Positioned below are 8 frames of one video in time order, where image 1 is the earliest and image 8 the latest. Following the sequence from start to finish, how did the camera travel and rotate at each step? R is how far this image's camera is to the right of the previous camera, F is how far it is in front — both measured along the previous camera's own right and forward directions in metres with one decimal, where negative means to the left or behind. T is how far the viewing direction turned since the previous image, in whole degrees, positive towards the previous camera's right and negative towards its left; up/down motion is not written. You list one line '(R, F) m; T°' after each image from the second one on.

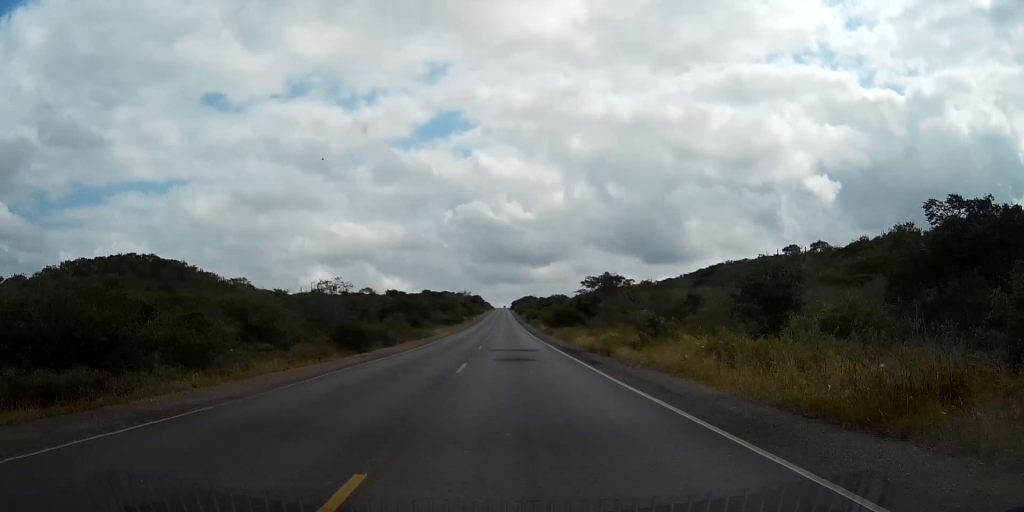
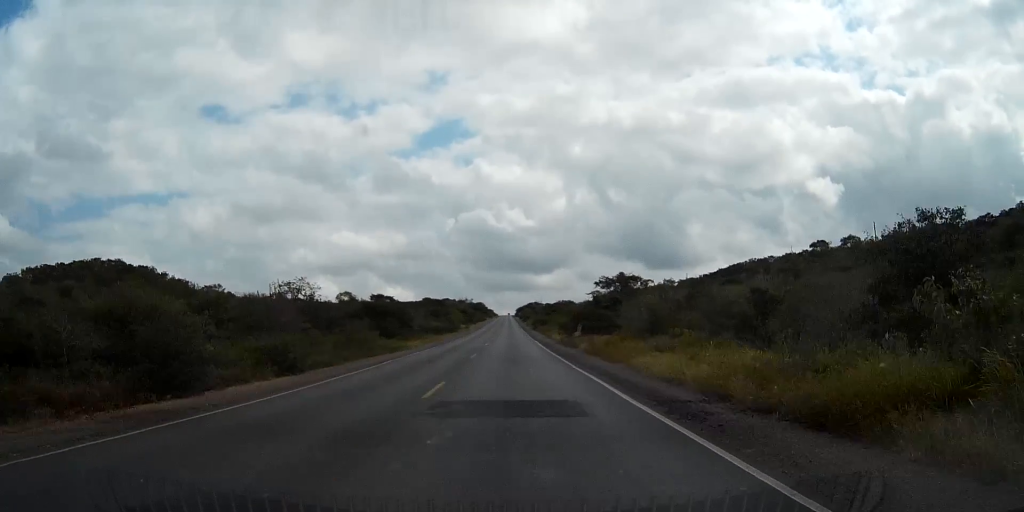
(0.0, +20.8) m; 0°
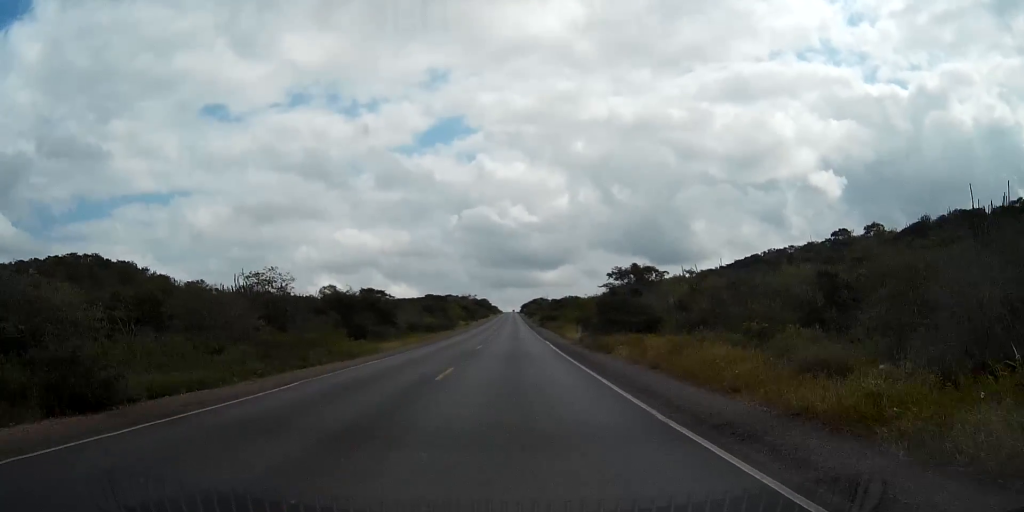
(0.0, +13.1) m; 0°
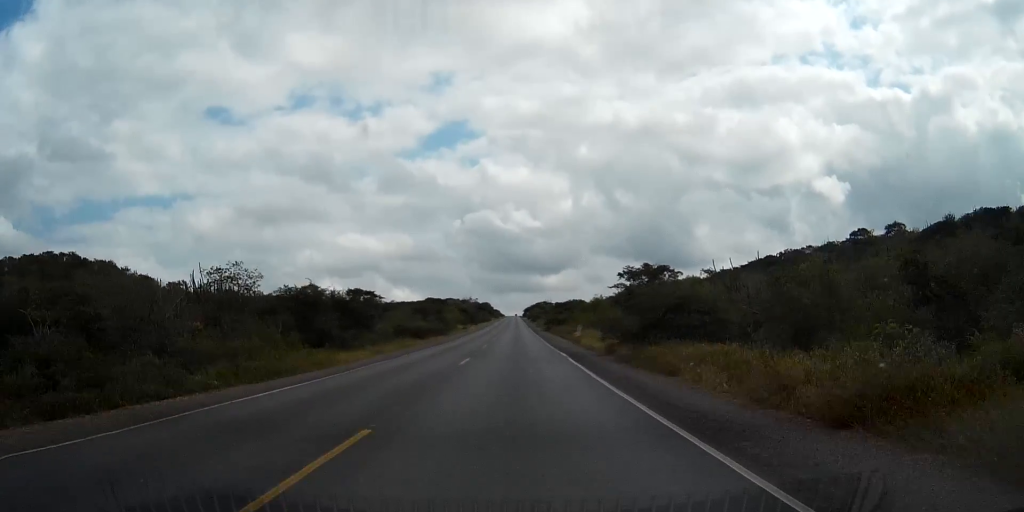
(0.0, +11.2) m; 0°
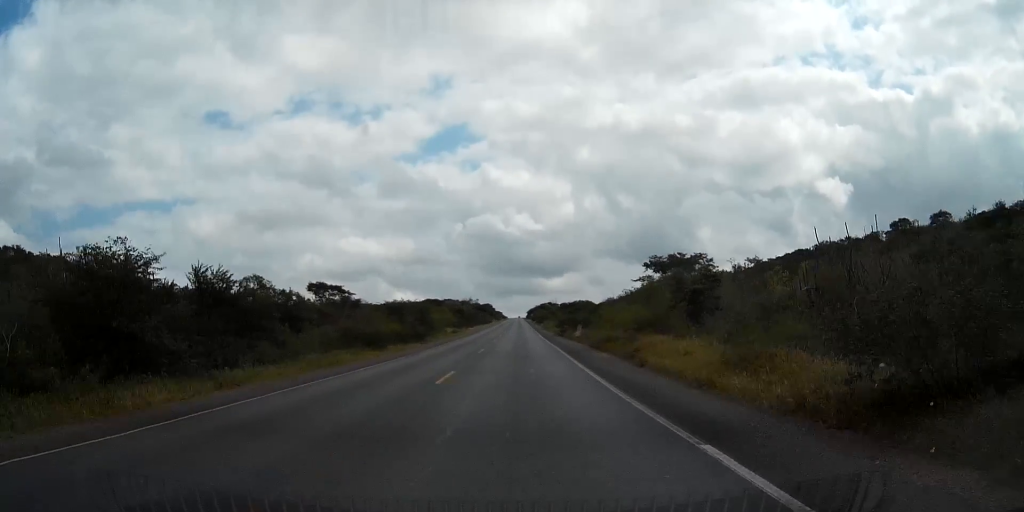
(0.0, +22.2) m; 0°
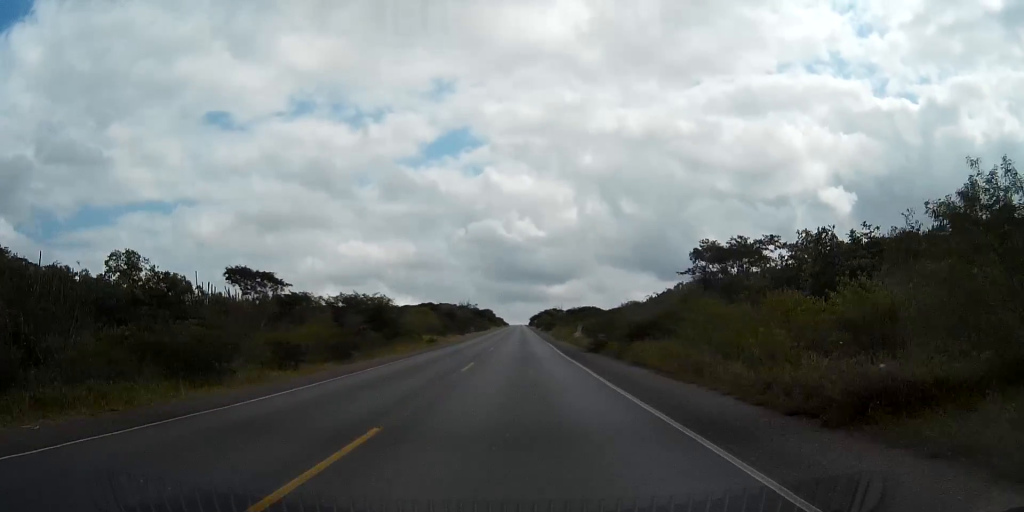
(0.0, +26.7) m; 0°
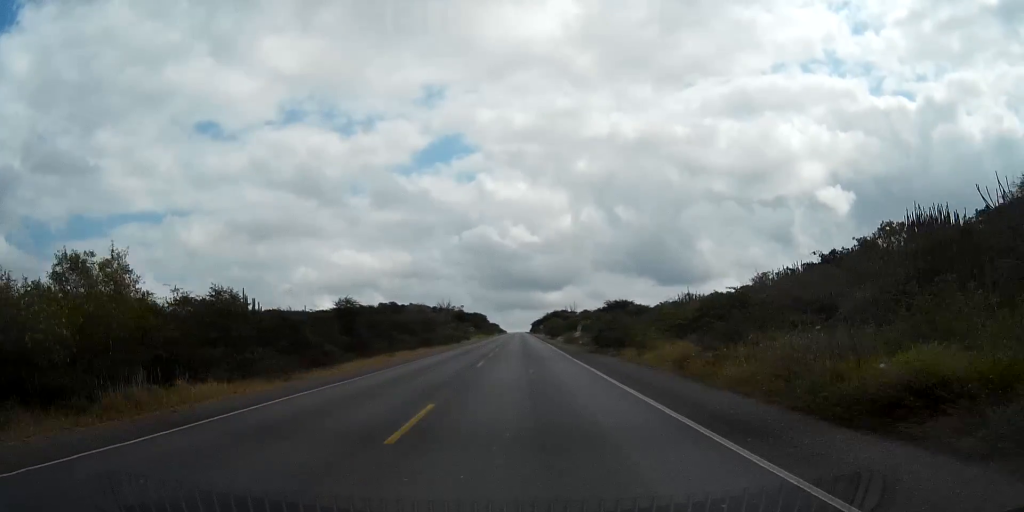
(-0.1, +76.1) m; 0°
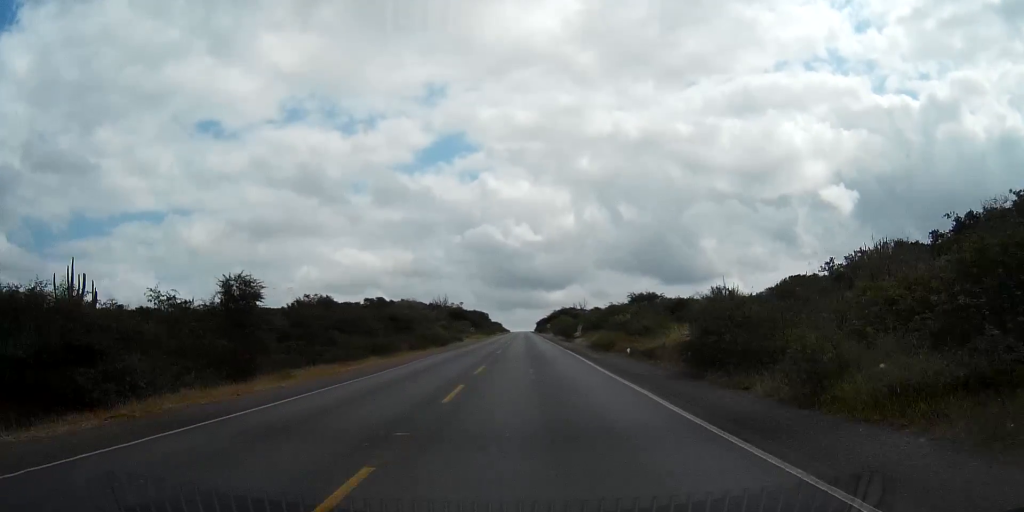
(0.0, +21.4) m; 0°
